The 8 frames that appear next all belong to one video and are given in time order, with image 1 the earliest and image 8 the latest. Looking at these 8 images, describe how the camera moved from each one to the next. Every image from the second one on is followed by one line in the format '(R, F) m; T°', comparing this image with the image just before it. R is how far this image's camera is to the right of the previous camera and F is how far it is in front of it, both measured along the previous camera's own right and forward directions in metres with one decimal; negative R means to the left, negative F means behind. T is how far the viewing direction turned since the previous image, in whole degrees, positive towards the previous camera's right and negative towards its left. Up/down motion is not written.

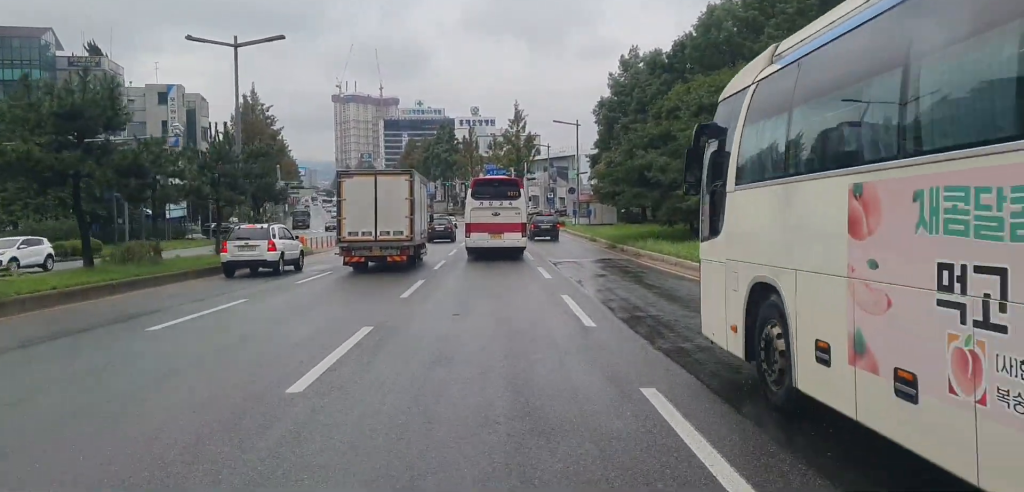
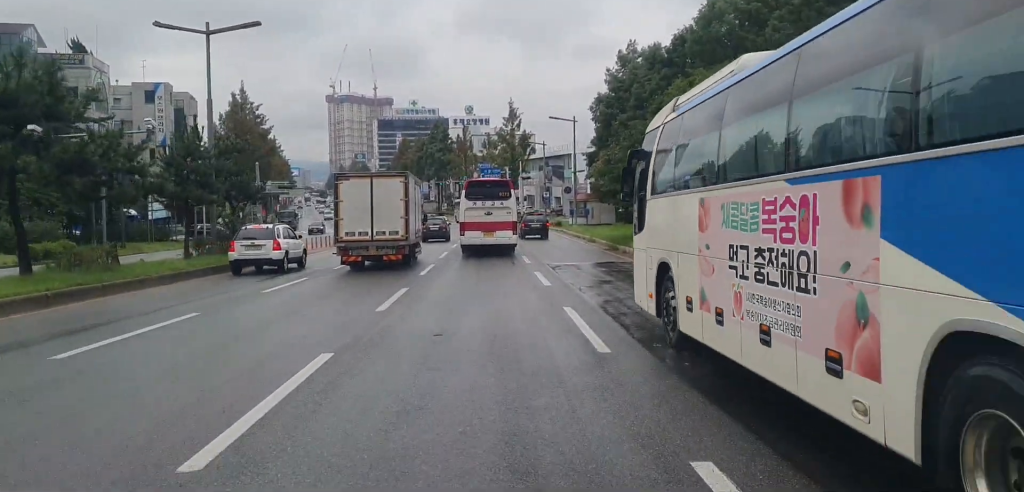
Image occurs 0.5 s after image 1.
(0.0, +2.4) m; 0°
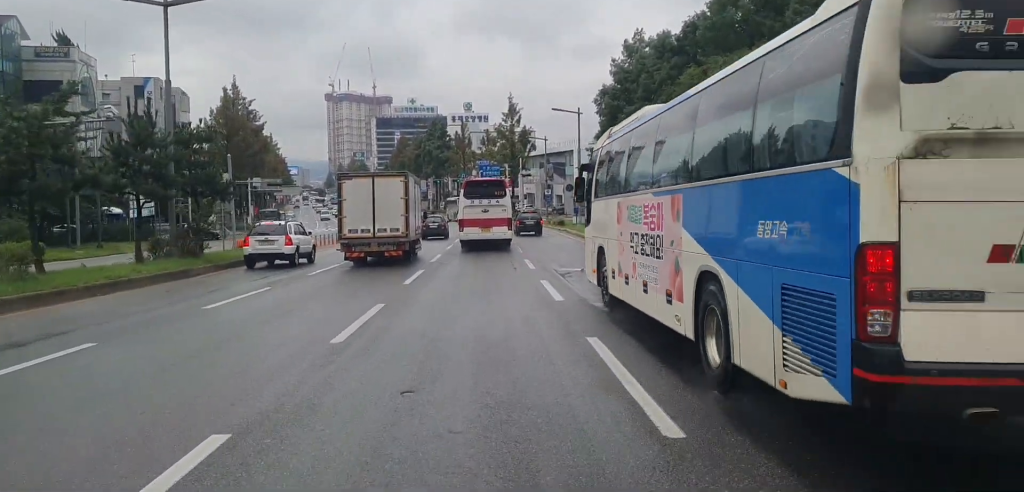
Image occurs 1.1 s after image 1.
(0.0, +4.1) m; +2°
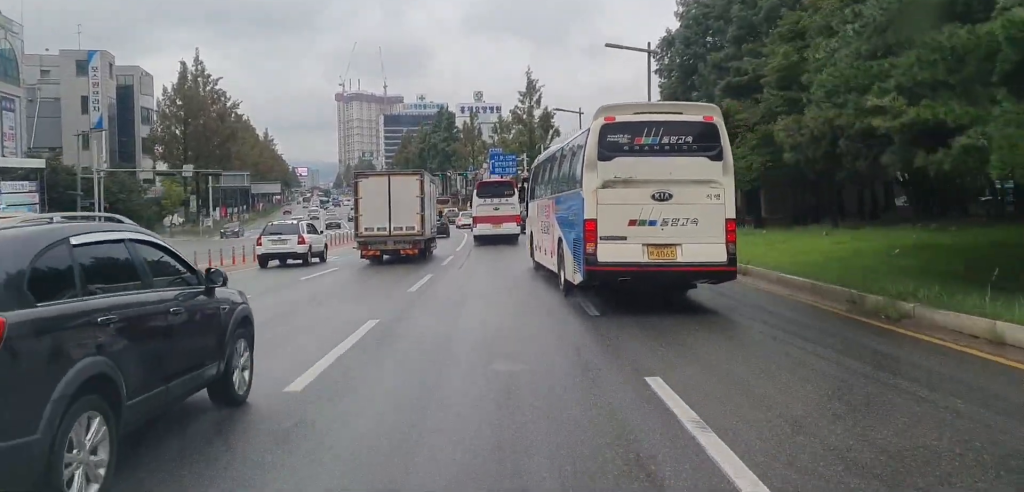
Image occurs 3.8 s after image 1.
(-1.0, +21.8) m; -5°
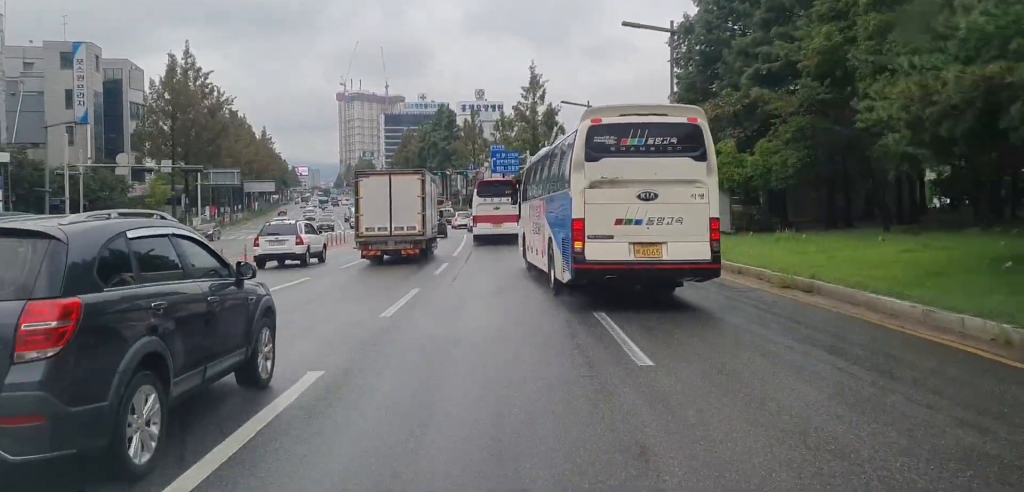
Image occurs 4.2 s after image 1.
(0.0, +4.4) m; +1°
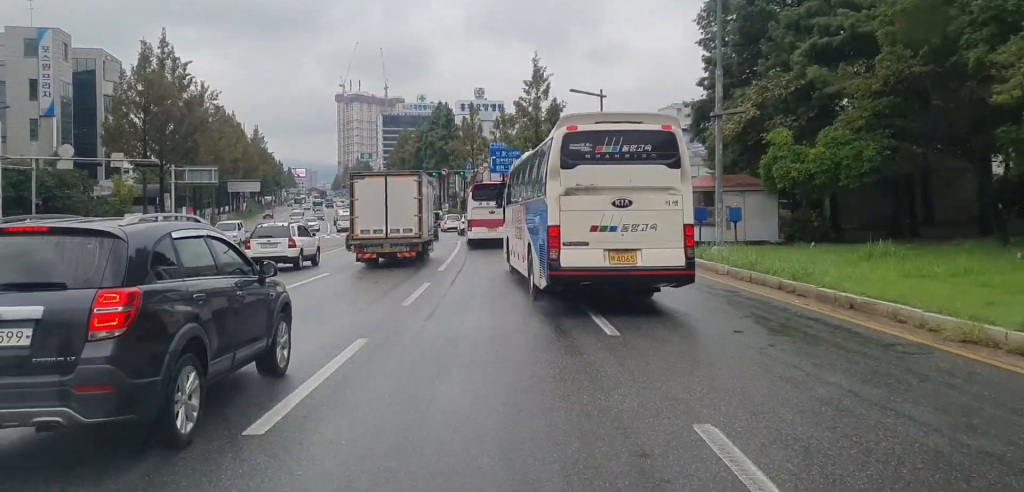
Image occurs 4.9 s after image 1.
(+0.1, +7.2) m; +1°
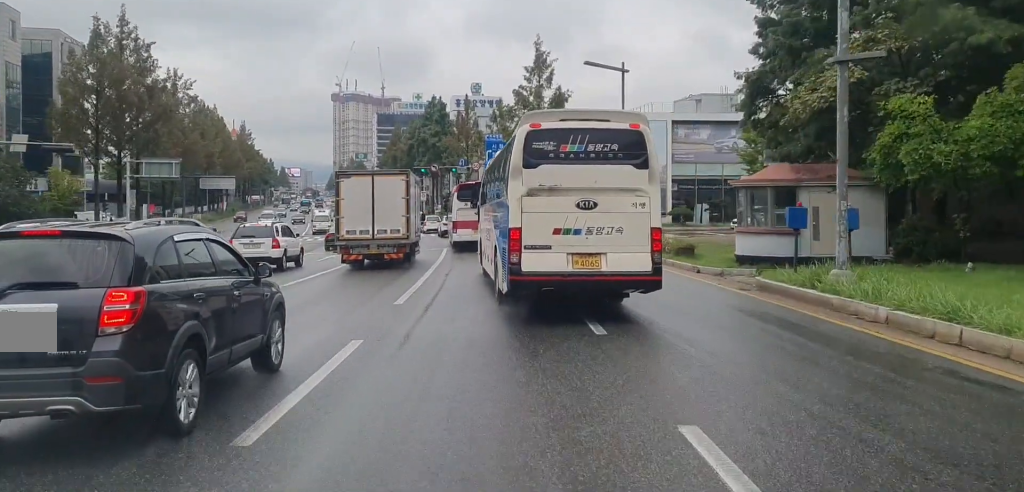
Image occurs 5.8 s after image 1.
(+0.1, +9.7) m; 0°
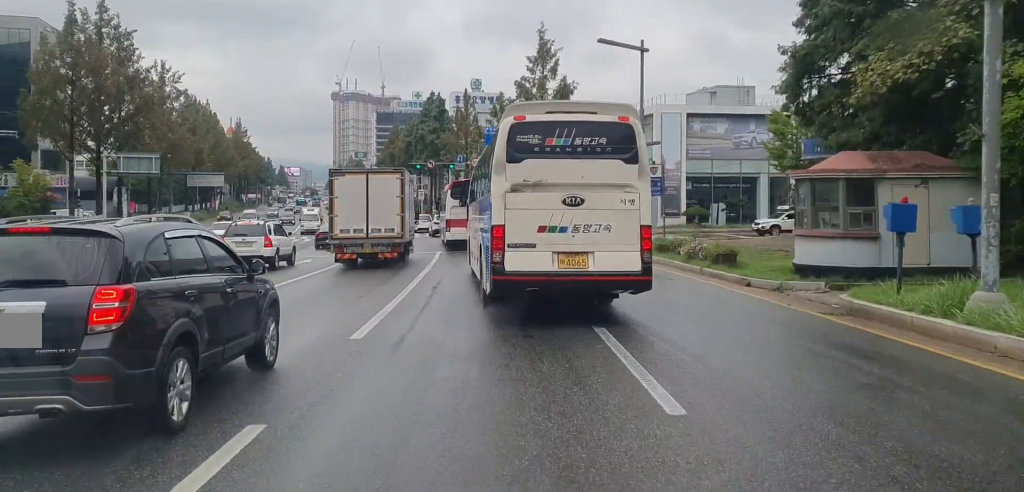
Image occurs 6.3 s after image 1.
(-0.1, +4.9) m; 0°
